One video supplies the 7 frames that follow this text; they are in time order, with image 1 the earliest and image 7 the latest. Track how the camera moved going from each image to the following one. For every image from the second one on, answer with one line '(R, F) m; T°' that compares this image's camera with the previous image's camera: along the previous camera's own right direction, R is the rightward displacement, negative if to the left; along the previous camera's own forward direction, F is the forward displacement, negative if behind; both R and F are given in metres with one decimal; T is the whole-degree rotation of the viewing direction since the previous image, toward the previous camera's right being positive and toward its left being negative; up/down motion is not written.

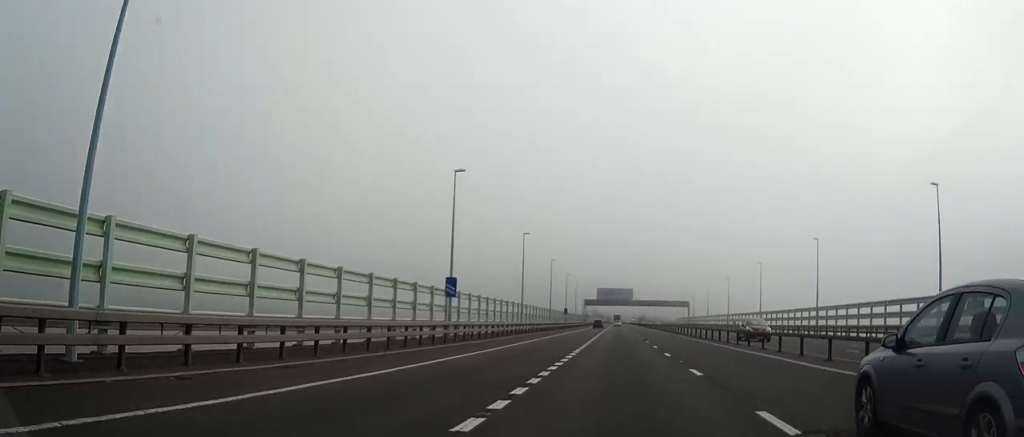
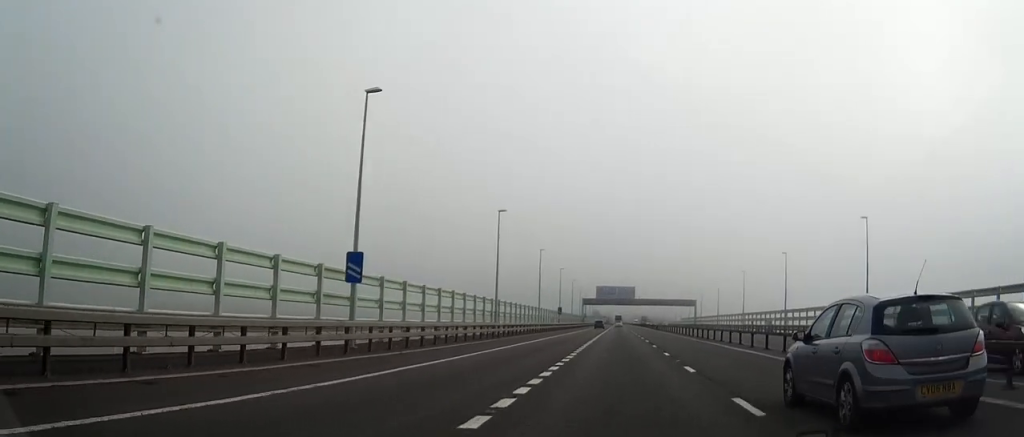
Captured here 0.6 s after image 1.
(0.0, +16.6) m; 0°
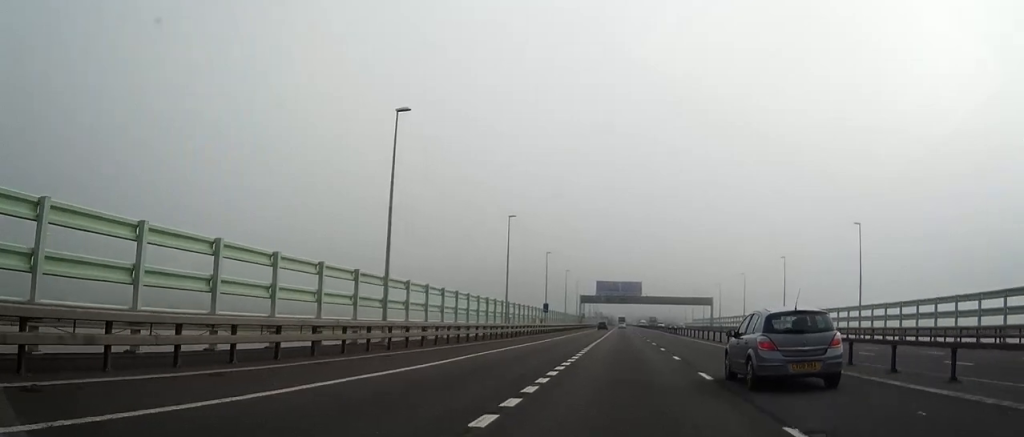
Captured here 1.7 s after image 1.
(0.0, +29.6) m; 0°
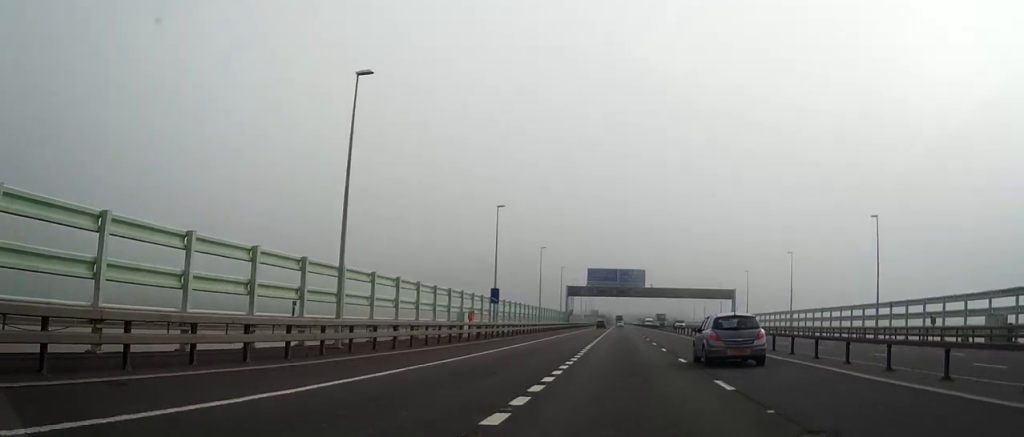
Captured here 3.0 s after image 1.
(+0.1, +38.1) m; 0°
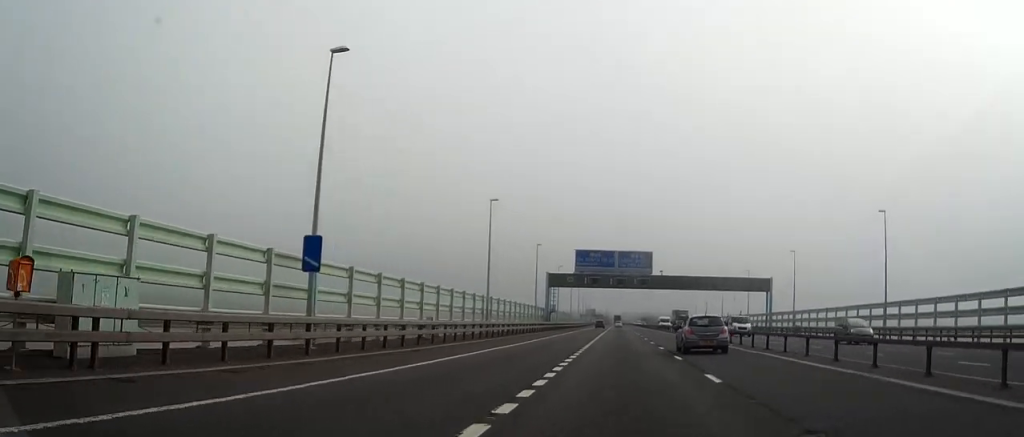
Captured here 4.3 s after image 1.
(0.0, +35.1) m; 0°
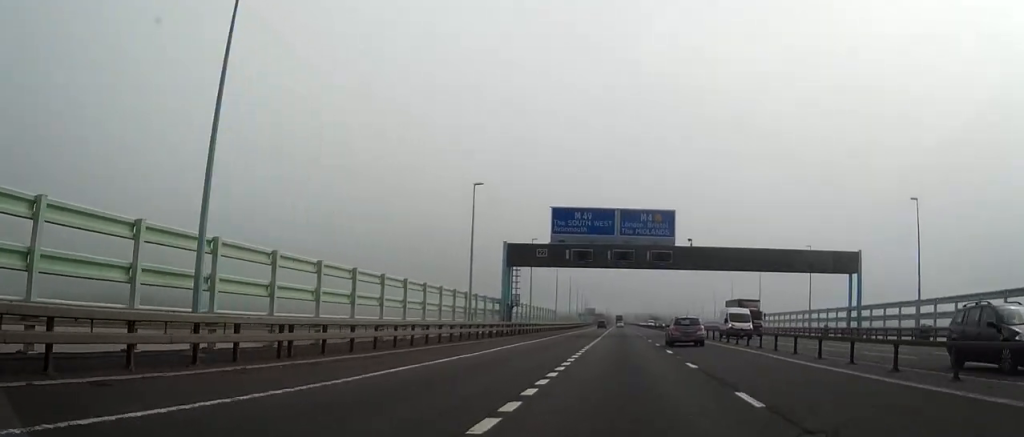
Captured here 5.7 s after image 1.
(+0.1, +39.7) m; 0°
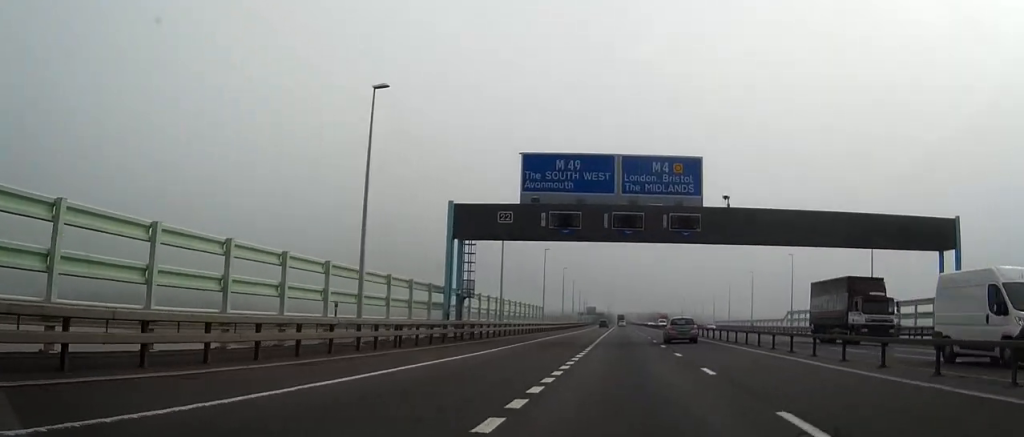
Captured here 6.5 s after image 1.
(-0.2, +21.3) m; 0°
